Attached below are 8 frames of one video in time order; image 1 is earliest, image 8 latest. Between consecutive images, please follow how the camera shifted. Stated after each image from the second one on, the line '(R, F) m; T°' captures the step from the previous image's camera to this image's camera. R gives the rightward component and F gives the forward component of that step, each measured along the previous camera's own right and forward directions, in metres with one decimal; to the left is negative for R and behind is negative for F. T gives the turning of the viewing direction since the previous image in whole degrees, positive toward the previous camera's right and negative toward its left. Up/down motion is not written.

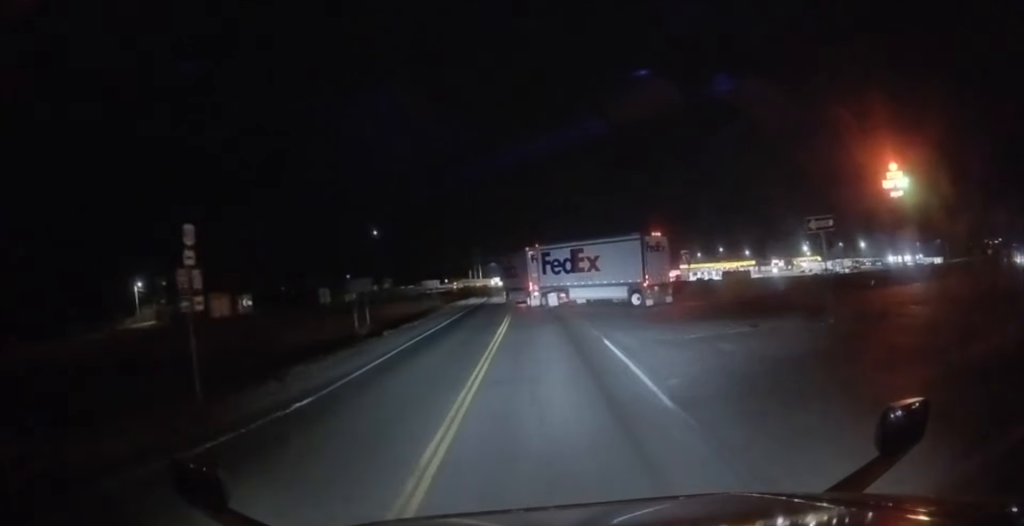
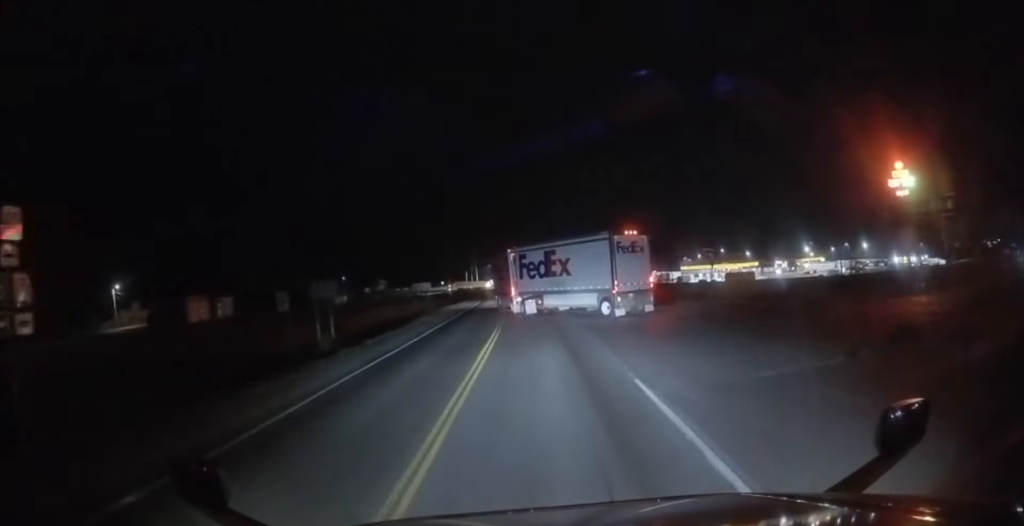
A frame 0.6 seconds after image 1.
(0.0, +6.3) m; 0°
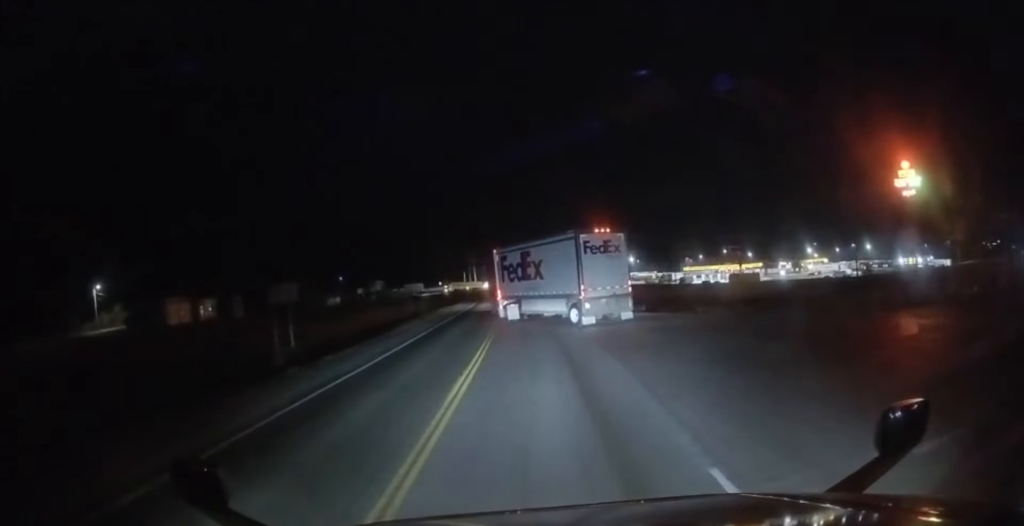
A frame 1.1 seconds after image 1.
(0.0, +5.2) m; -1°
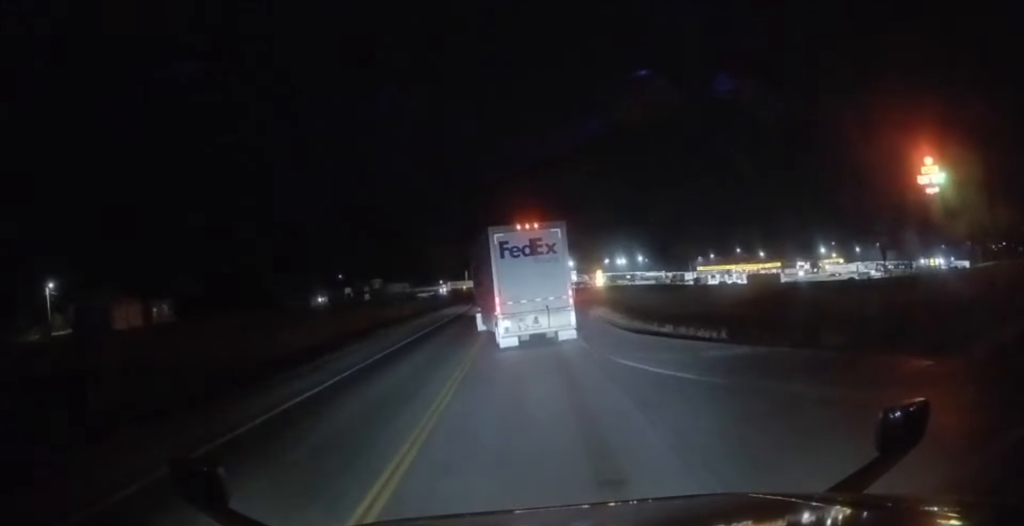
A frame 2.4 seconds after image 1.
(-0.4, +12.7) m; -2°
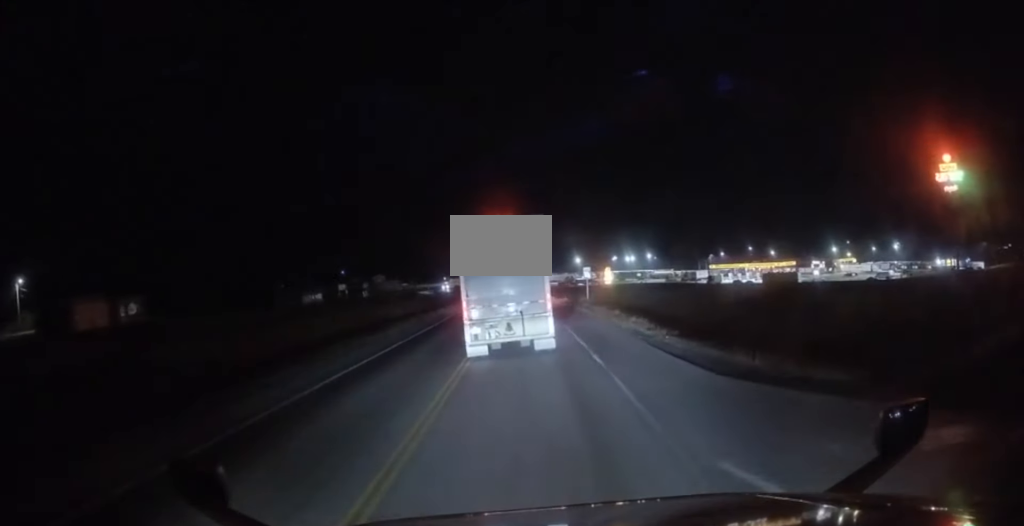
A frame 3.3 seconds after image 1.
(+0.1, +8.1) m; 0°
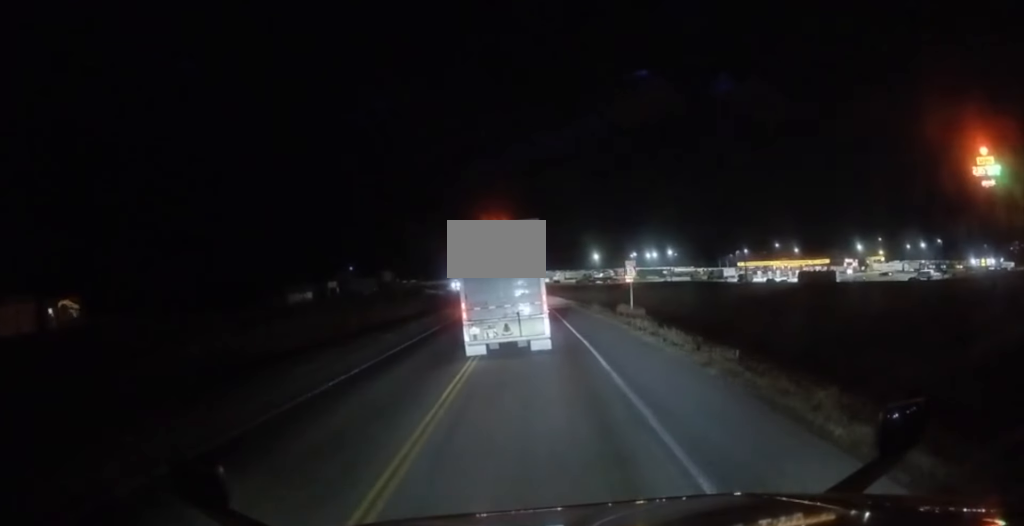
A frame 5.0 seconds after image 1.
(0.0, +15.1) m; 0°
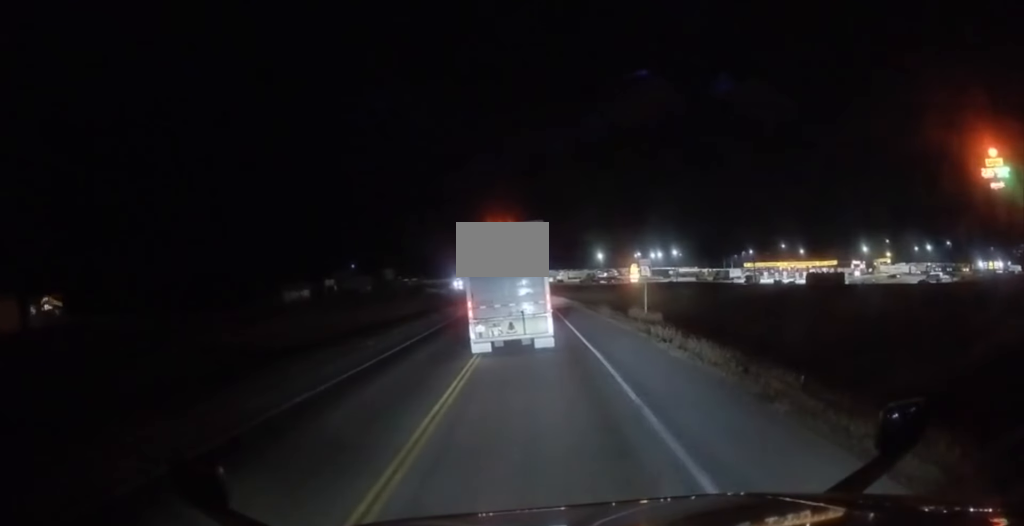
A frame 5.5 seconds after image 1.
(0.0, +3.4) m; 0°
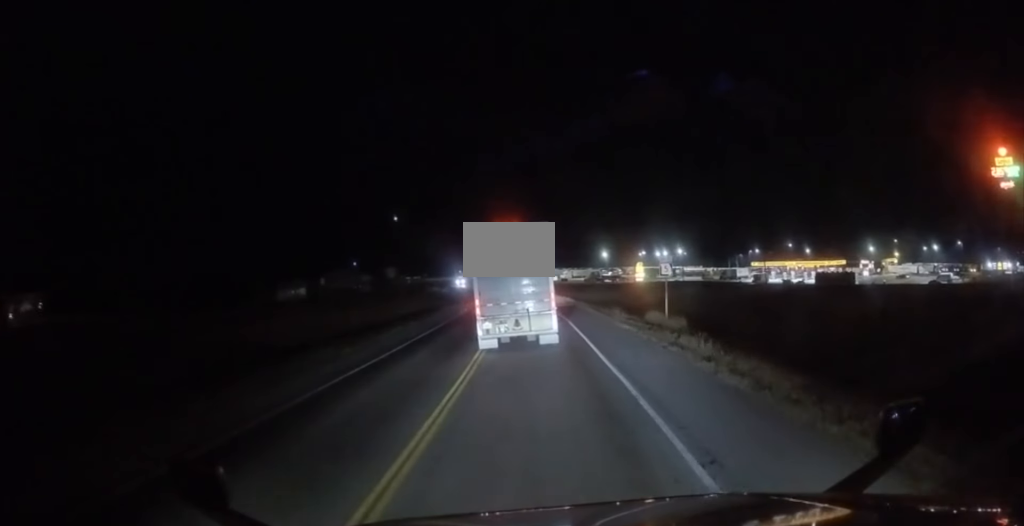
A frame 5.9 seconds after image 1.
(0.0, +3.6) m; 0°
